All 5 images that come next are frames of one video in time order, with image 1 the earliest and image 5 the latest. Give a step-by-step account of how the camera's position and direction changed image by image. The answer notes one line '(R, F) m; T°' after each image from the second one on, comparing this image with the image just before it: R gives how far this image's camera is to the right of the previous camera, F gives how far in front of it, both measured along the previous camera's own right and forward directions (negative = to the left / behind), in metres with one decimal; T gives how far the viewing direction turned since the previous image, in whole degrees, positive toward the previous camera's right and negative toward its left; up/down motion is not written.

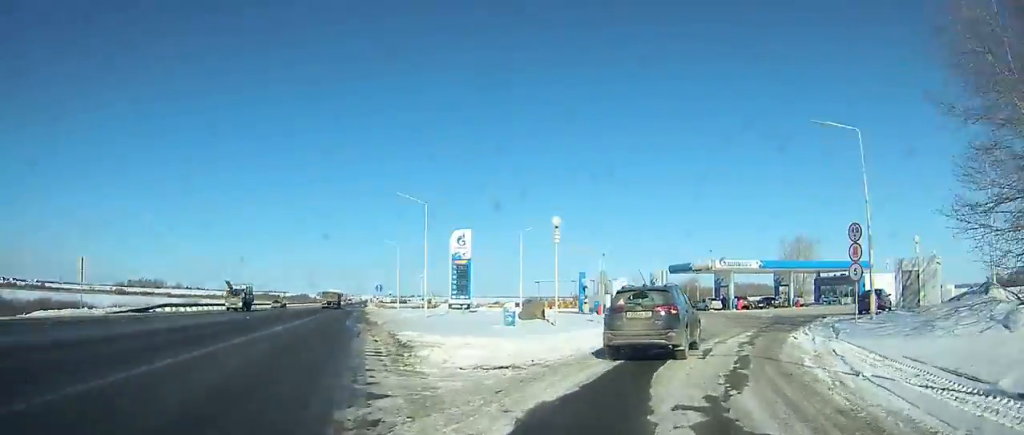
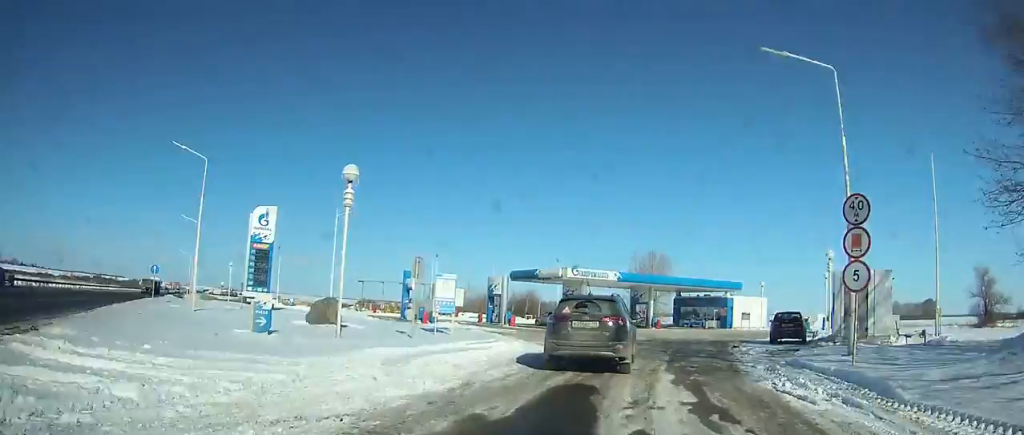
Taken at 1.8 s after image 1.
(+1.0, +10.9) m; +12°
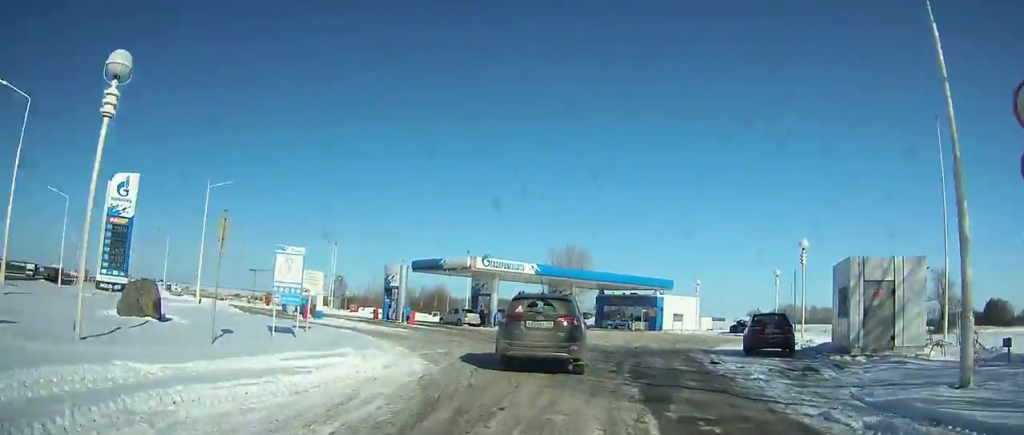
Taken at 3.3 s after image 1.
(+1.6, +7.7) m; +10°
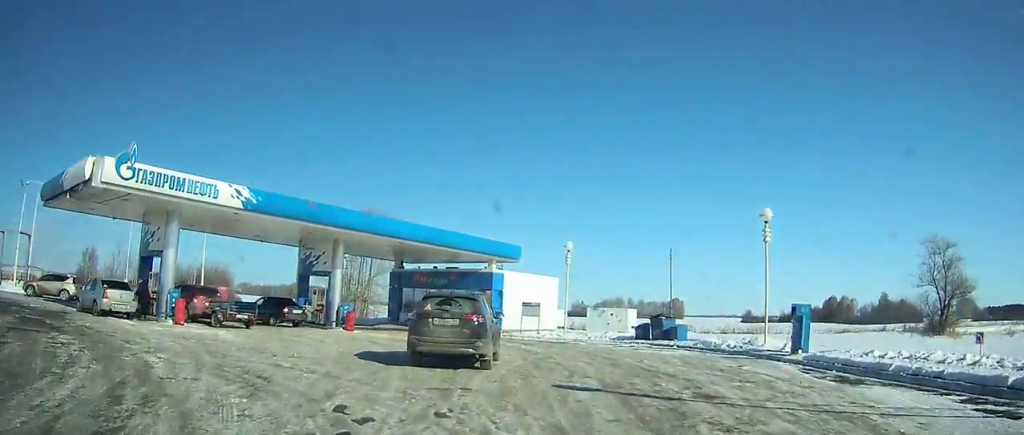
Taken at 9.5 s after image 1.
(+3.9, +22.8) m; +15°
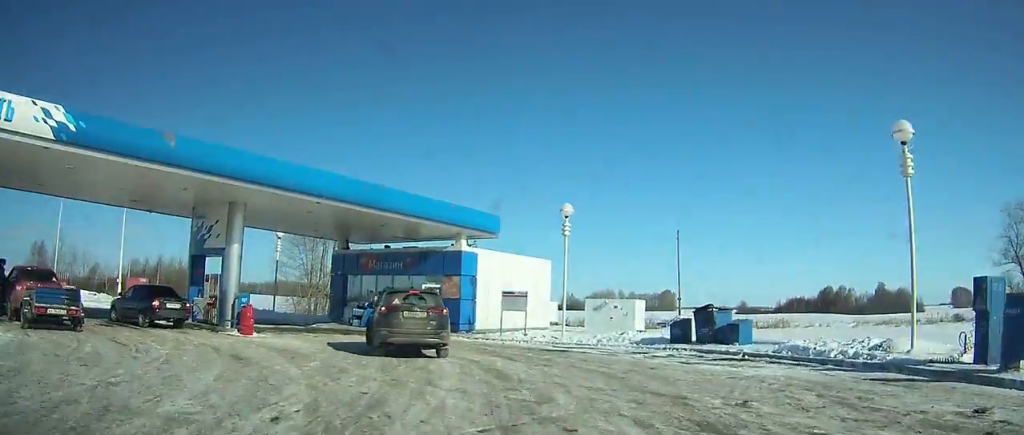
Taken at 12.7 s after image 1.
(+0.4, +8.0) m; -4°
